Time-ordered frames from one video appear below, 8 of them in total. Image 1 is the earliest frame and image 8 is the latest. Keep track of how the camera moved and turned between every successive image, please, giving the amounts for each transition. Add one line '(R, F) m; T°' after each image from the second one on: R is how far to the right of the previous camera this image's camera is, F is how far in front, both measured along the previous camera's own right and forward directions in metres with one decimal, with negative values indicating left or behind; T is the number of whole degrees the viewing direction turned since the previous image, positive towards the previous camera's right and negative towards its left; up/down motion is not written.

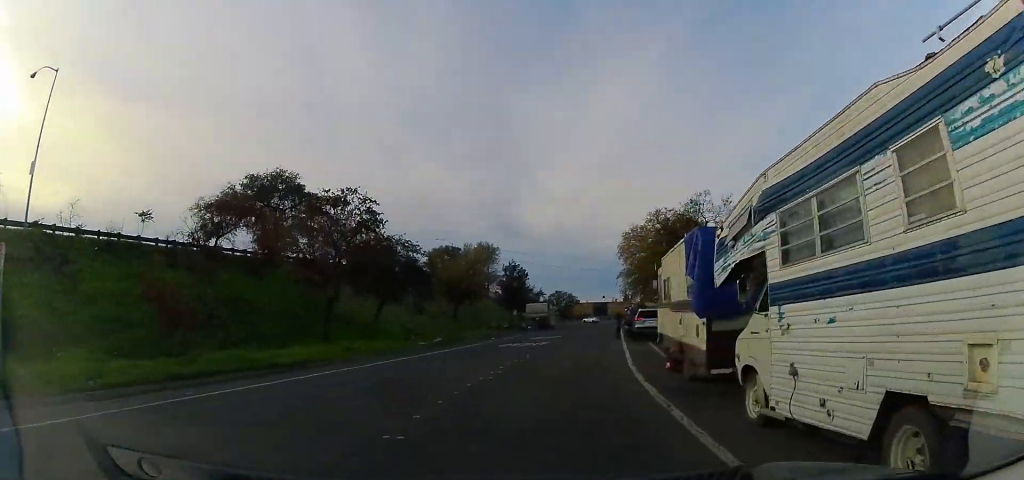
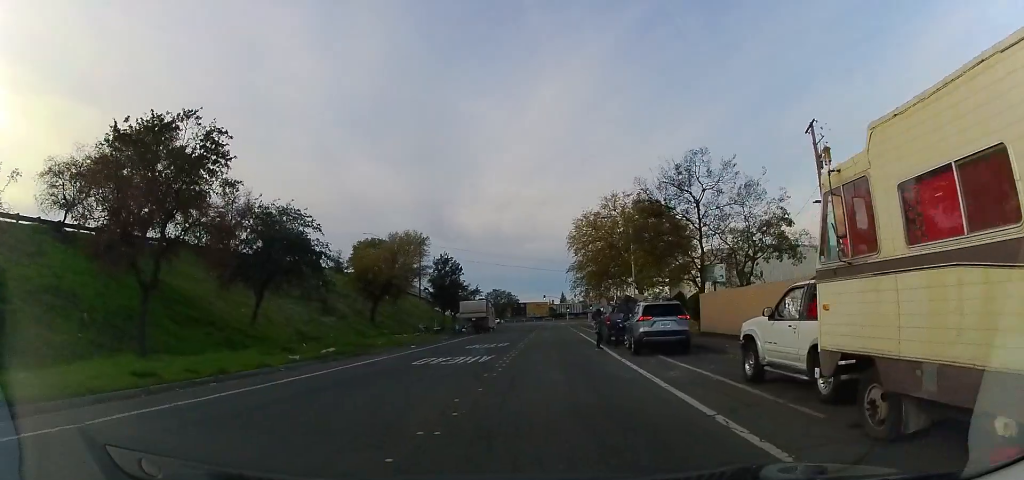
(+0.7, +10.9) m; +7°
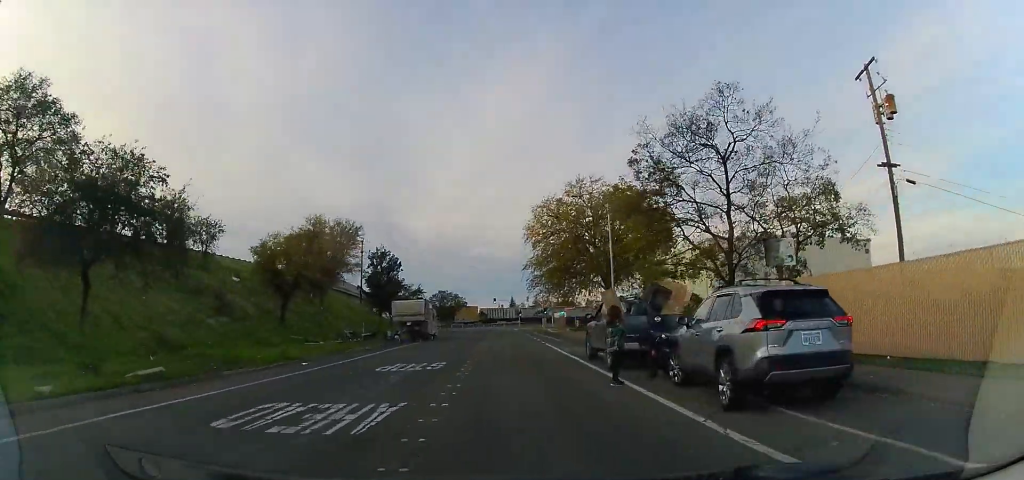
(+0.7, +10.1) m; +7°
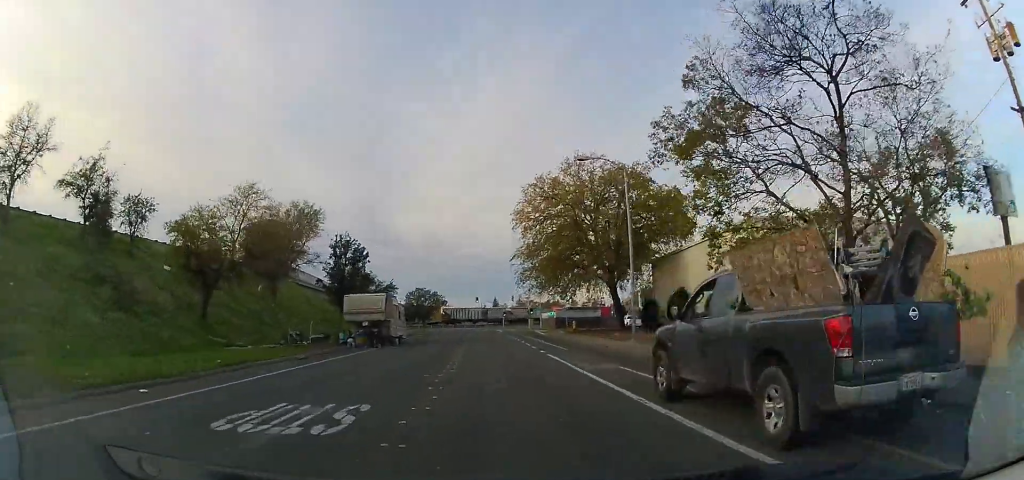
(+0.4, +9.1) m; +2°
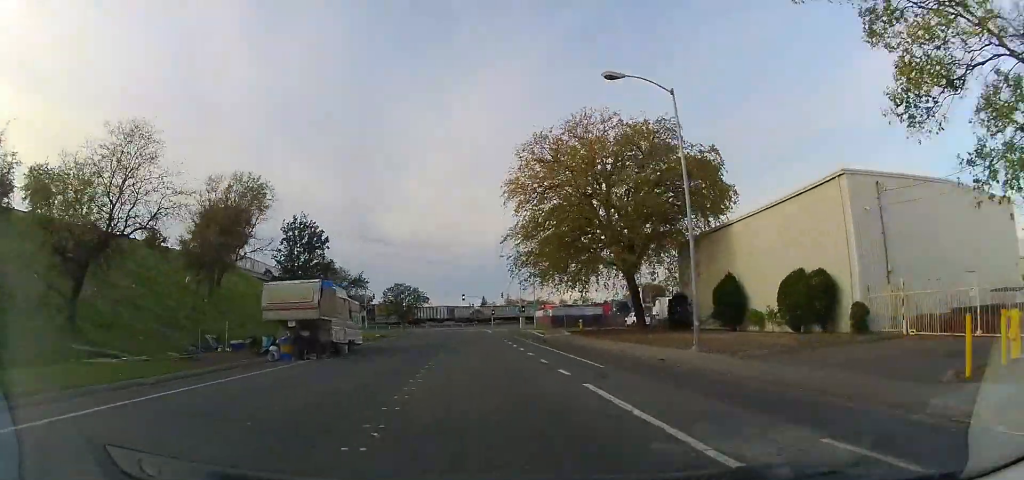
(0.0, +10.0) m; 0°
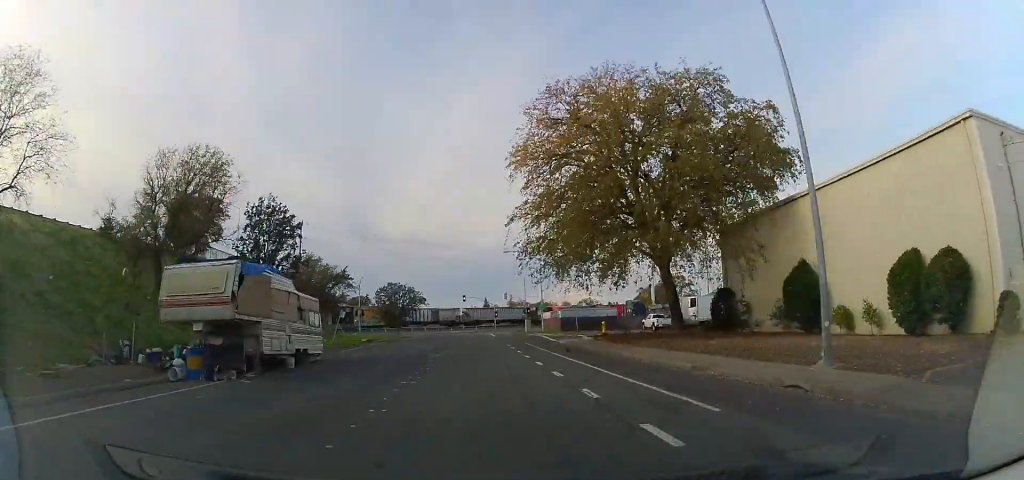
(0.0, +7.2) m; 0°
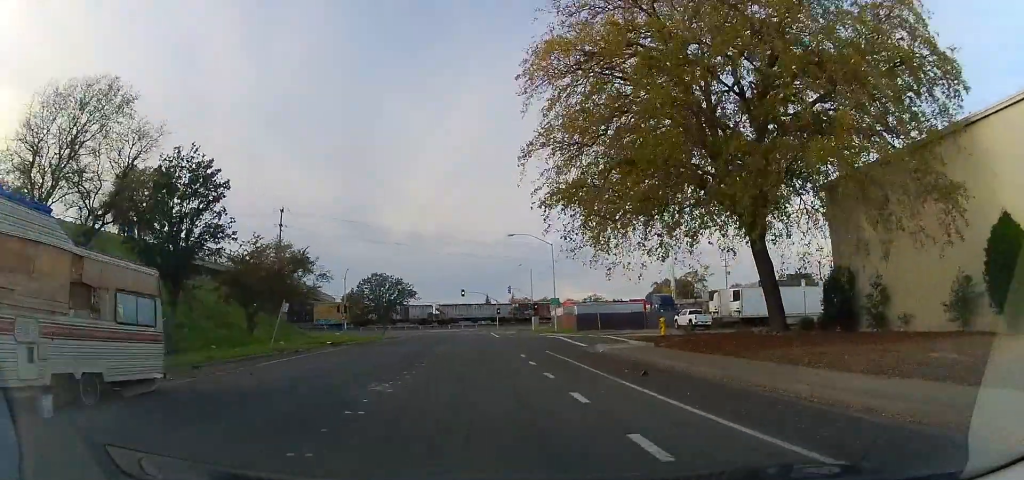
(+0.1, +11.3) m; 0°
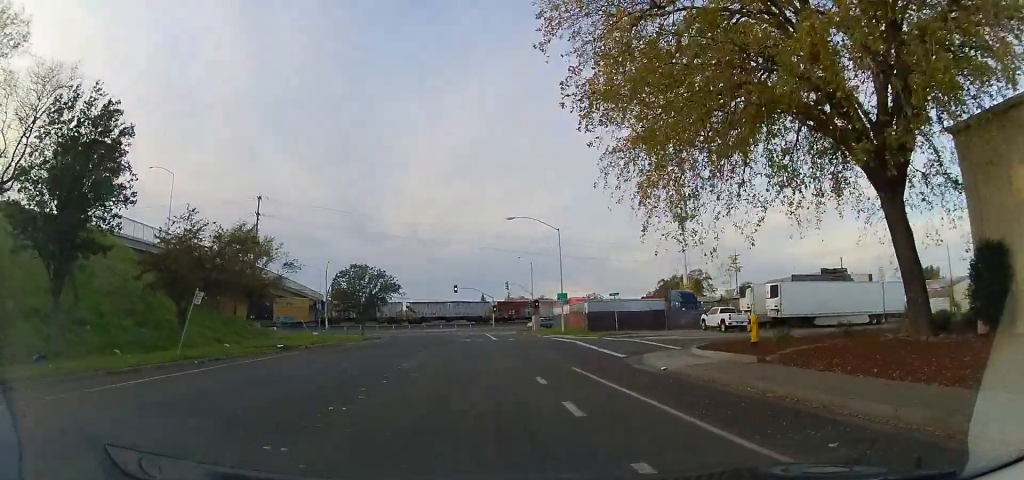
(0.0, +8.6) m; 0°
